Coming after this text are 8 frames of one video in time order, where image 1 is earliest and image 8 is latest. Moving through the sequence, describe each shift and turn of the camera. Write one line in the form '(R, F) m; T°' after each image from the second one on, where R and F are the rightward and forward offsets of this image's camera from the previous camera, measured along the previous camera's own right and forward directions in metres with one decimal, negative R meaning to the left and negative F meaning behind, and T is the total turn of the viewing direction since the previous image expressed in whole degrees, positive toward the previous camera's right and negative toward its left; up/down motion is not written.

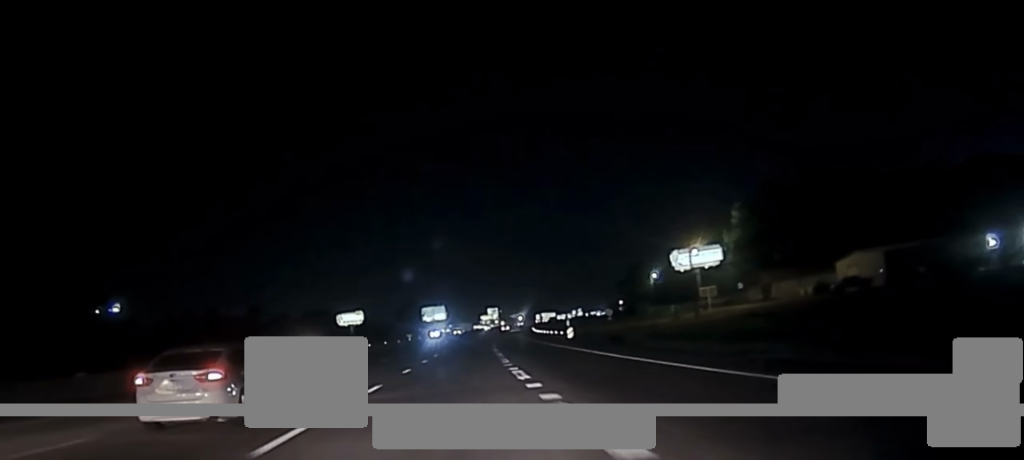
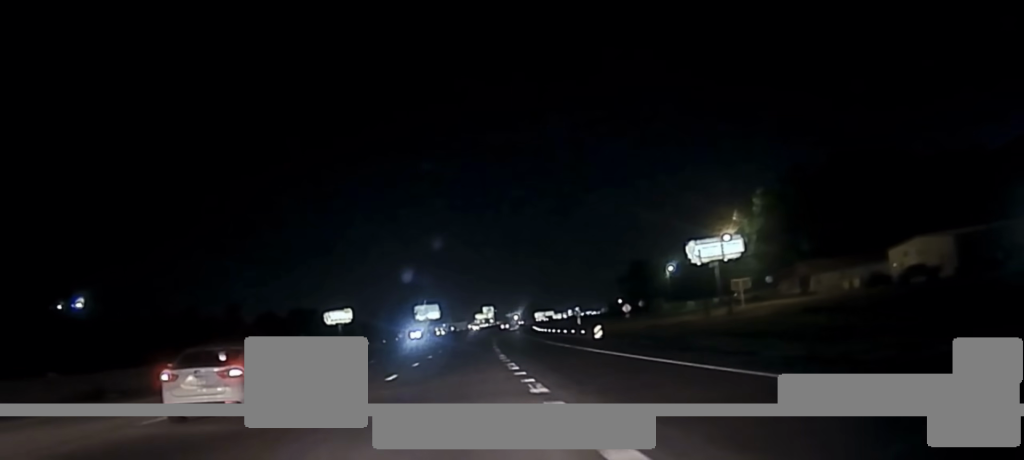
(+0.1, +17.8) m; 0°
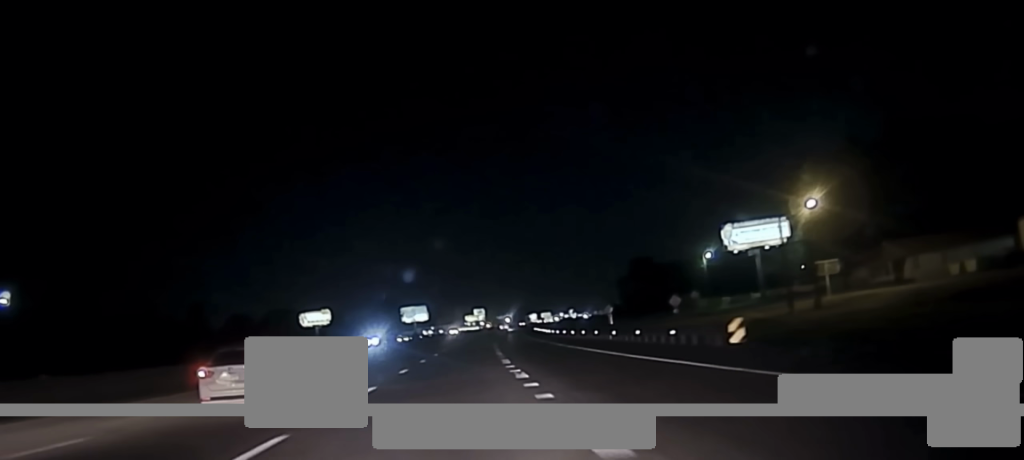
(0.0, +29.2) m; 0°
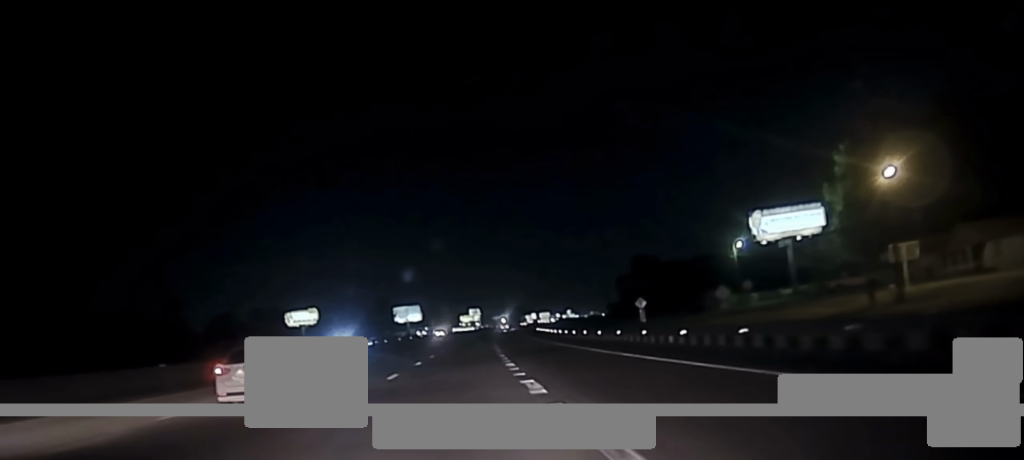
(0.0, +17.2) m; 0°
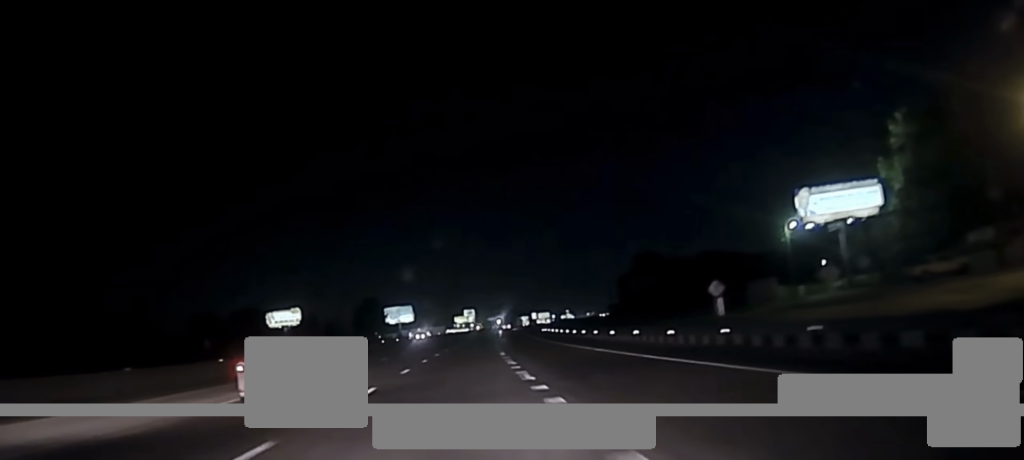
(0.0, +20.5) m; +1°
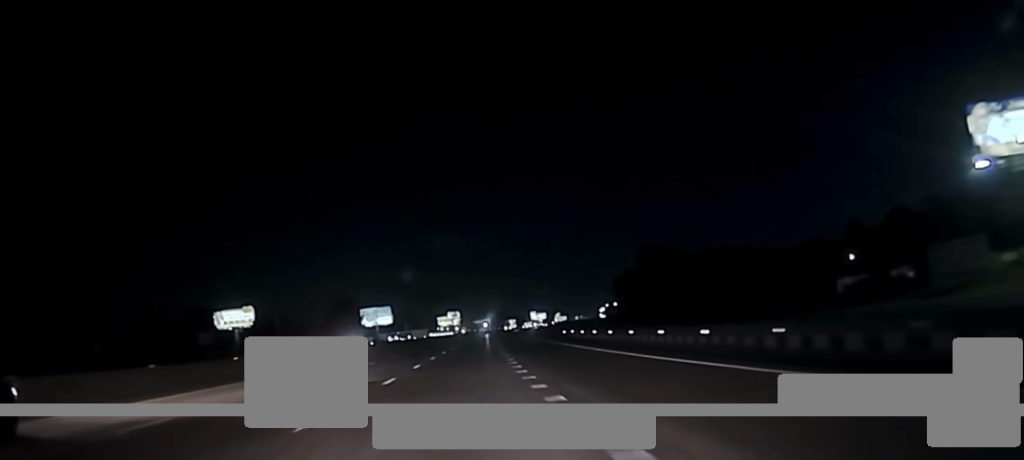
(+0.8, +44.8) m; +1°
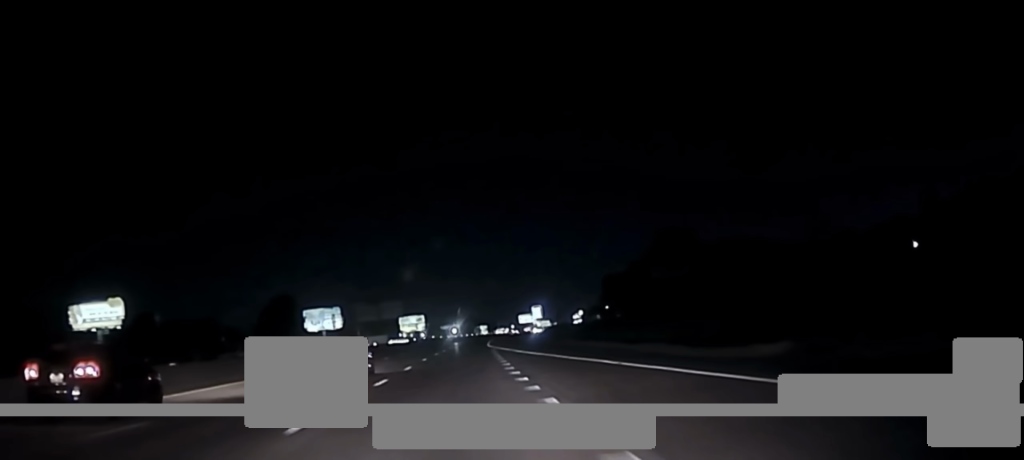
(+0.6, +76.1) m; +2°
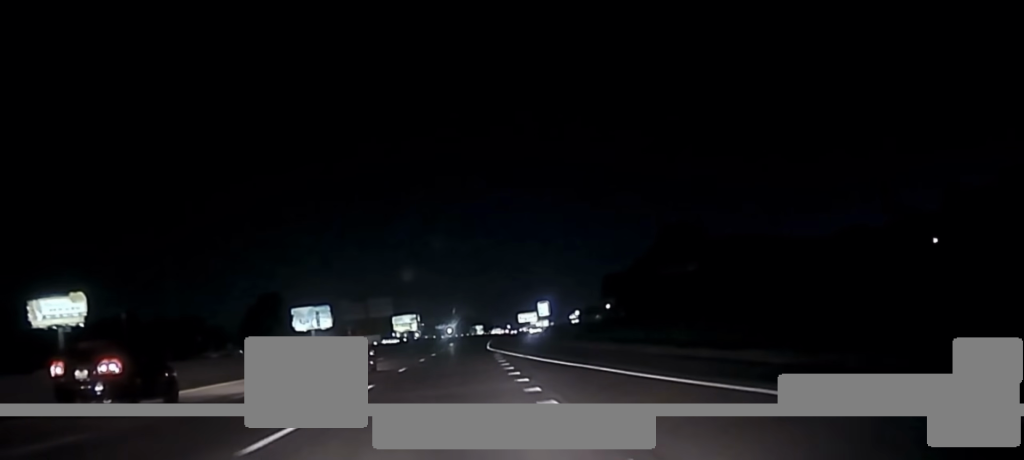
(+0.1, +14.8) m; 0°
